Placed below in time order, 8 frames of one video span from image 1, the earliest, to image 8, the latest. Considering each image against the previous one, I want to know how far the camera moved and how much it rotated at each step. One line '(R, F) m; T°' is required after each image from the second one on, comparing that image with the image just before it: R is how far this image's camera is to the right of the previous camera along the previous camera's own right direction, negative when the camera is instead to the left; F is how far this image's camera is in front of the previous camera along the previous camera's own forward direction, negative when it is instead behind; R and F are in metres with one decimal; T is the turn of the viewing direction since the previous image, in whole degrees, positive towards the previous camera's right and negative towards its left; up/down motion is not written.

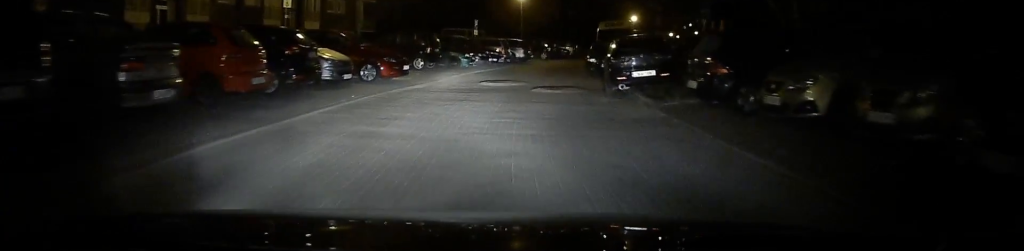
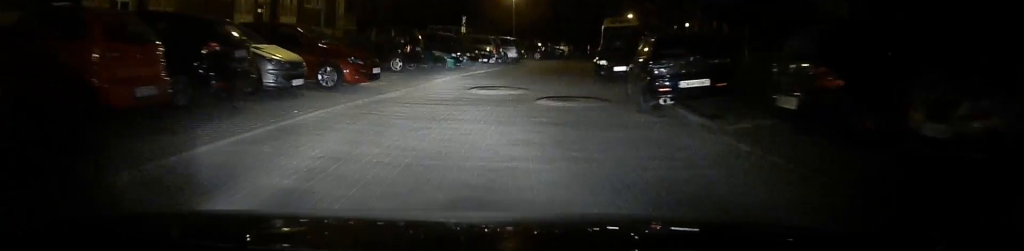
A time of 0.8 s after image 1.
(+0.1, +3.5) m; +2°
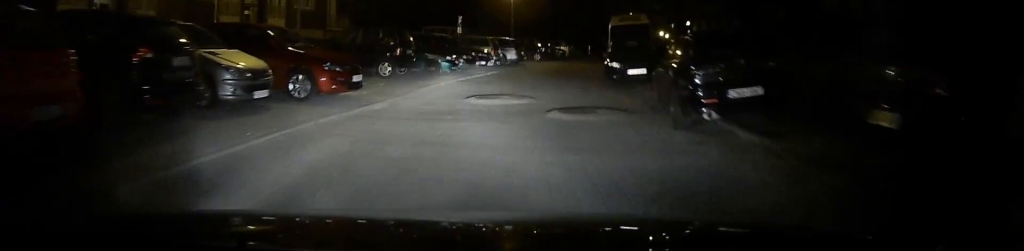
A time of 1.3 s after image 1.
(0.0, +1.9) m; 0°
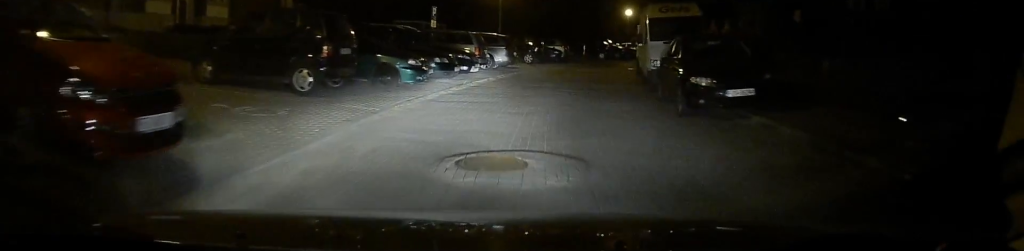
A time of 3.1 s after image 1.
(-0.3, +8.8) m; -21°
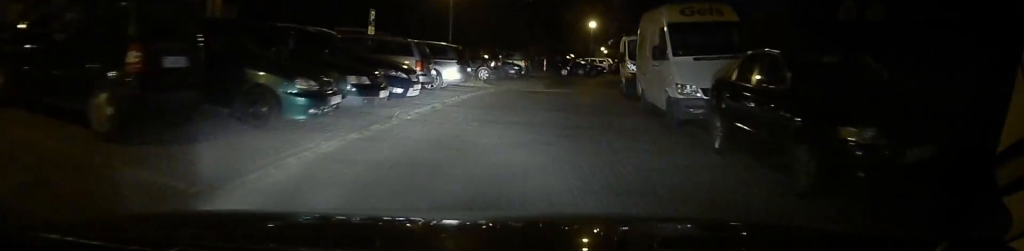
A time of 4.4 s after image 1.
(-2.8, +6.7) m; -28°
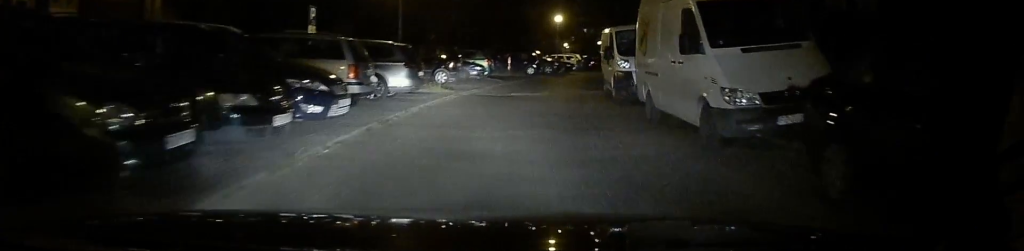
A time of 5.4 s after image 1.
(-0.4, +4.8) m; +5°
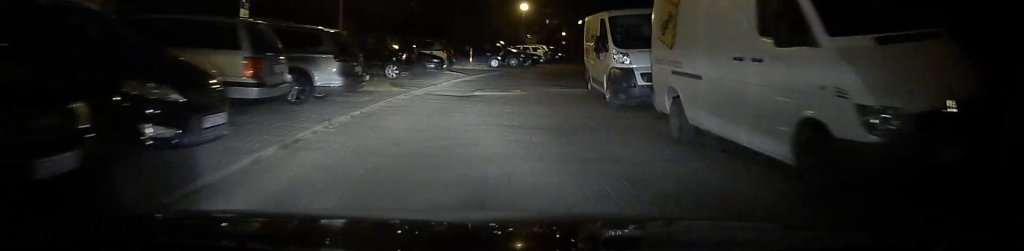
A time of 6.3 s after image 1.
(+0.6, +4.3) m; +18°
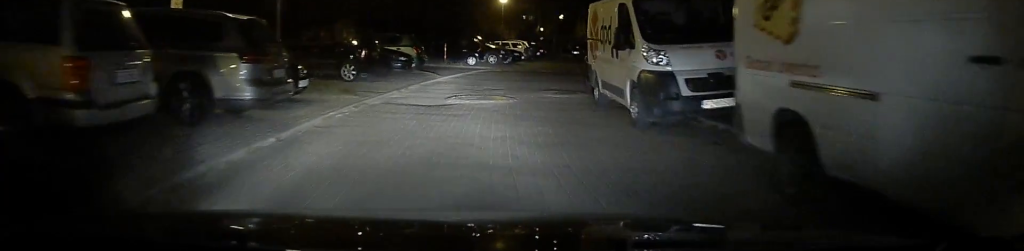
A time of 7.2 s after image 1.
(+0.7, +4.2) m; +16°
